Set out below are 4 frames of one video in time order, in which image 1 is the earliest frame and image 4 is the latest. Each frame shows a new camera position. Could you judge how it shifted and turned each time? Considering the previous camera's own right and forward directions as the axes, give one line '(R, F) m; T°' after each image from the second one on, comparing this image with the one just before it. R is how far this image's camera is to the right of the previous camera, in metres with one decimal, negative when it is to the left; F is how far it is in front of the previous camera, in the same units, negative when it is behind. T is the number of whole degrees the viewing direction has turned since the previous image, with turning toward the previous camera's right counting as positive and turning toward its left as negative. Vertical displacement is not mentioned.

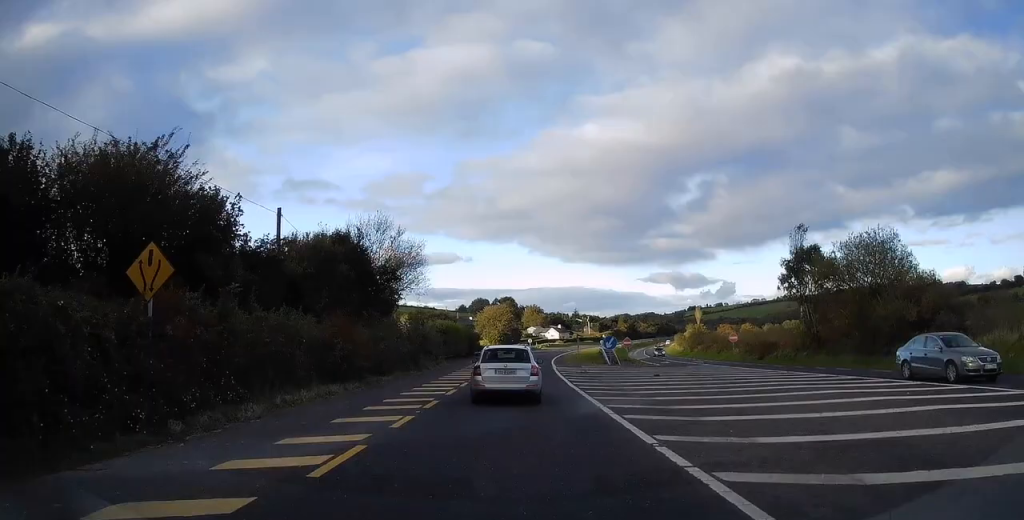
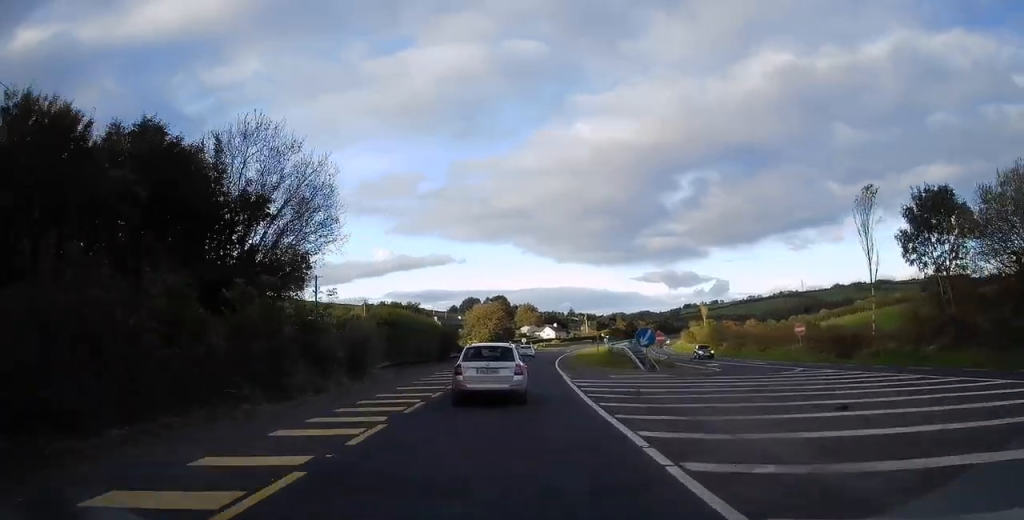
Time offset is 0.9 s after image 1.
(0.0, +17.1) m; -1°
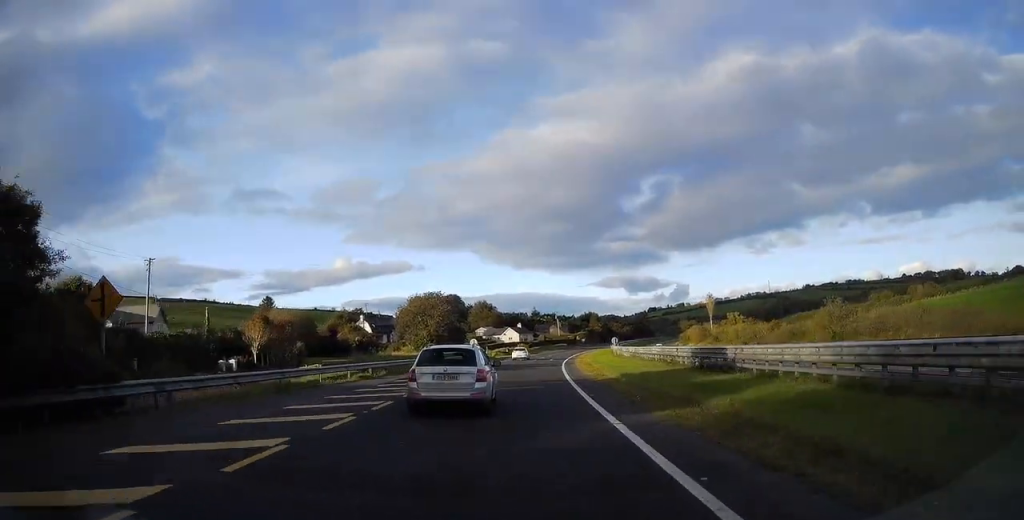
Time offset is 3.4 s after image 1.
(-0.2, +50.6) m; 0°
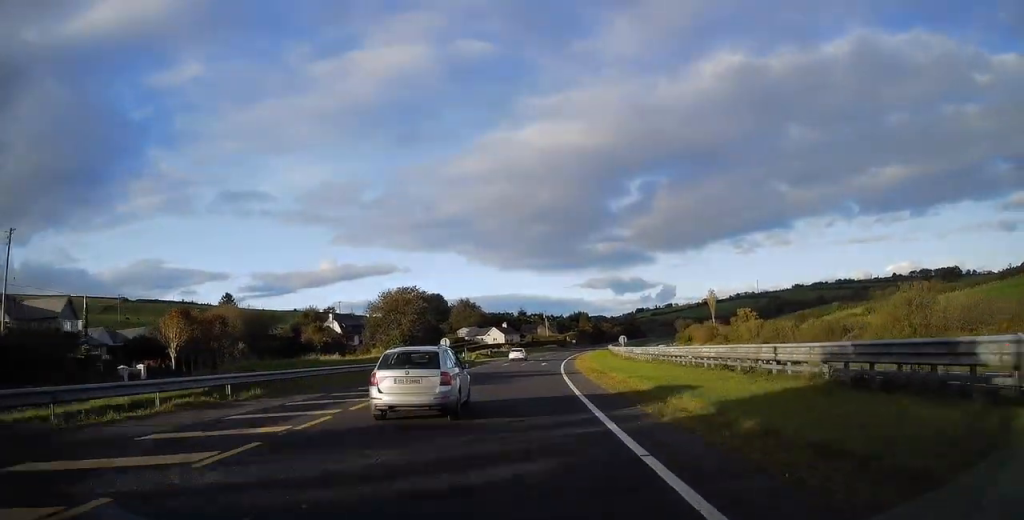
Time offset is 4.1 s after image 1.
(0.0, +14.5) m; 0°
